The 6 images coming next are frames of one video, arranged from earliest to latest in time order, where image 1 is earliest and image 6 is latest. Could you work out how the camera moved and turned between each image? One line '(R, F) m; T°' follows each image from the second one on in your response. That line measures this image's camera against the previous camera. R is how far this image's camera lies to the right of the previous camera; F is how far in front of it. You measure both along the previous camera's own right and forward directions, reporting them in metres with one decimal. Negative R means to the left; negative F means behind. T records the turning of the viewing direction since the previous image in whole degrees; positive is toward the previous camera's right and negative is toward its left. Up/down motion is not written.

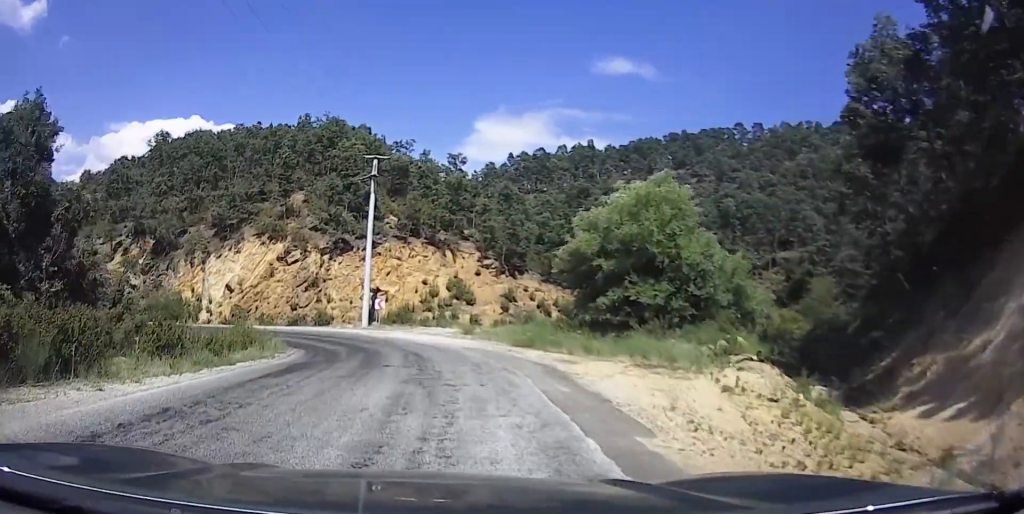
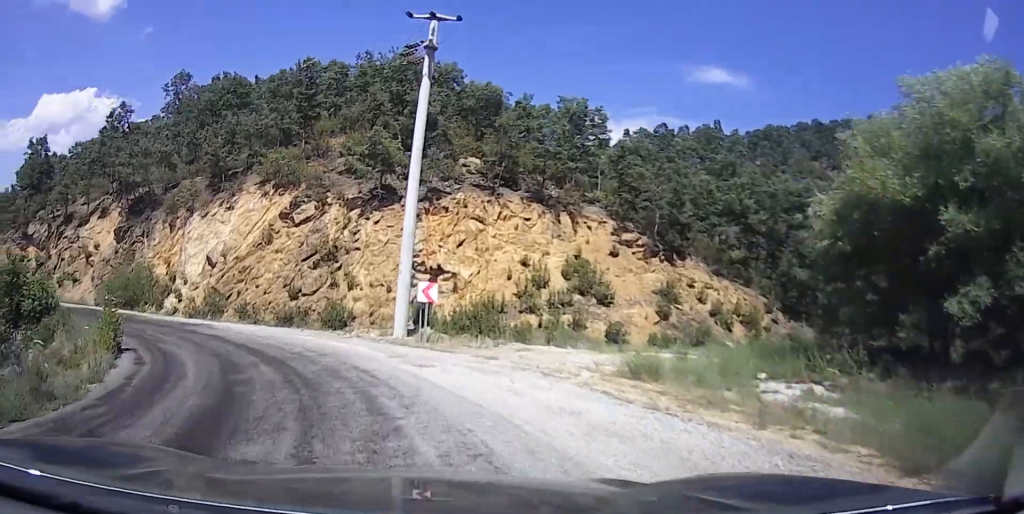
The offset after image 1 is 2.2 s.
(-1.3, +18.3) m; -9°
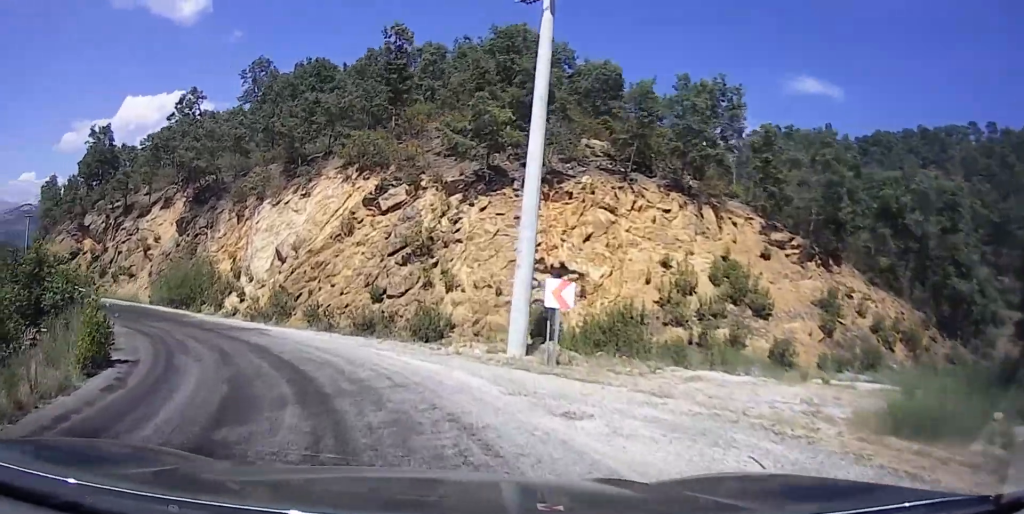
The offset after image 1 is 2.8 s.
(+0.3, +5.3) m; -4°
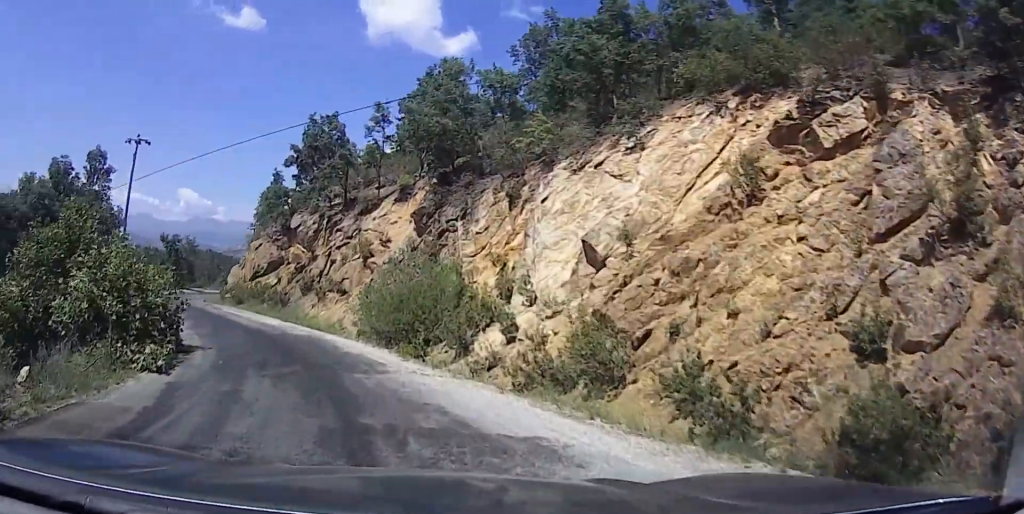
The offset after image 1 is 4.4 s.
(-3.1, +13.3) m; -27°
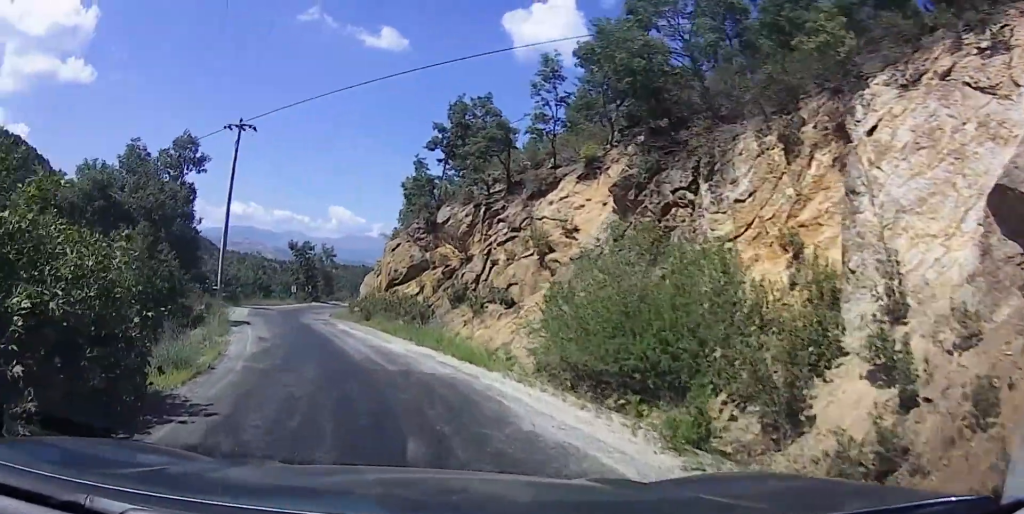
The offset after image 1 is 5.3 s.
(-1.2, +6.7) m; -21°
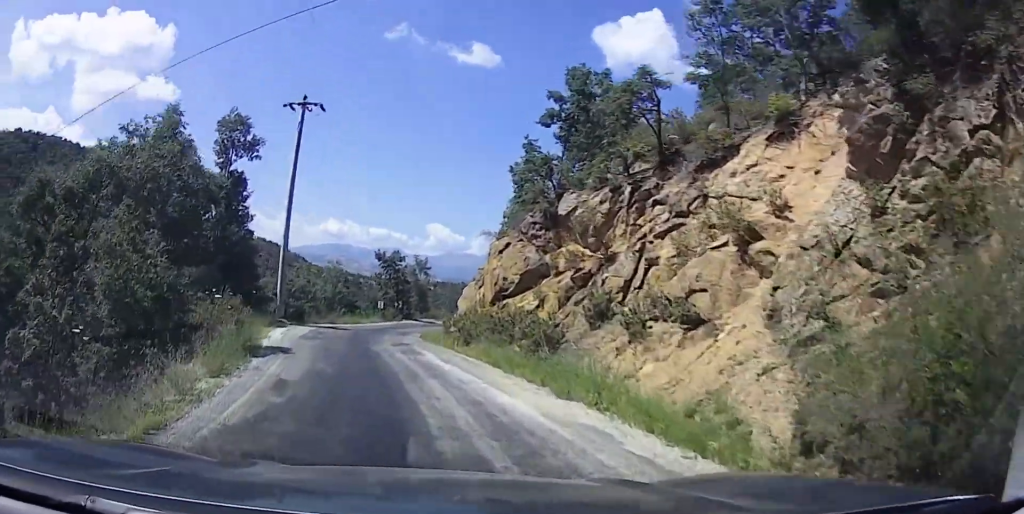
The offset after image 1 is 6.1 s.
(-1.2, +6.8) m; -12°
